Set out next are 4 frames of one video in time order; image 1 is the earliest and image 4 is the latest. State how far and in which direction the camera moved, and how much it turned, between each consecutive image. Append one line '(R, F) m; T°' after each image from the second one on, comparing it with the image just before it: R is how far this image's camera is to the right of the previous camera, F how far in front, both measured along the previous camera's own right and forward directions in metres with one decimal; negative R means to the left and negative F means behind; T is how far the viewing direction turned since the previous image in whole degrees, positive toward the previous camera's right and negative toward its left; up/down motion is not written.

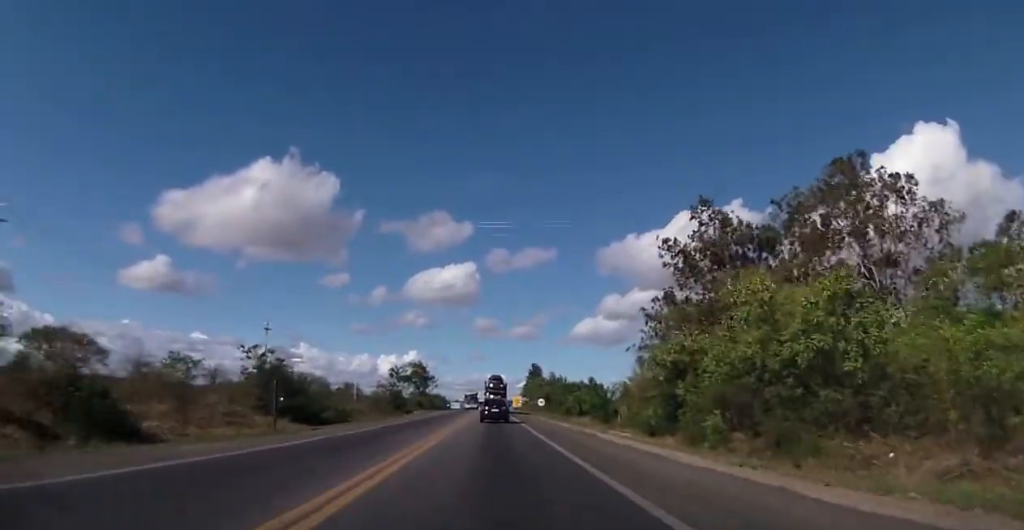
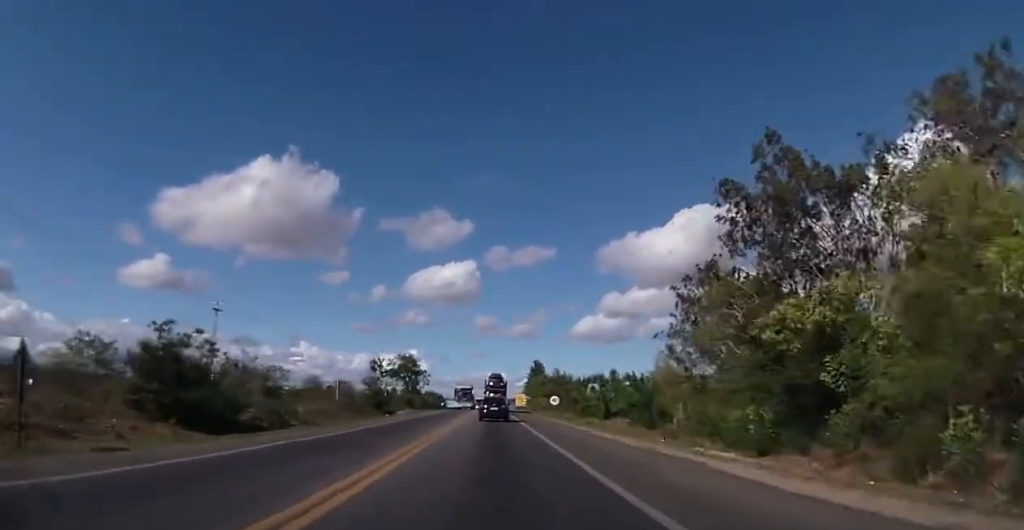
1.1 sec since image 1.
(0.0, +18.4) m; +1°
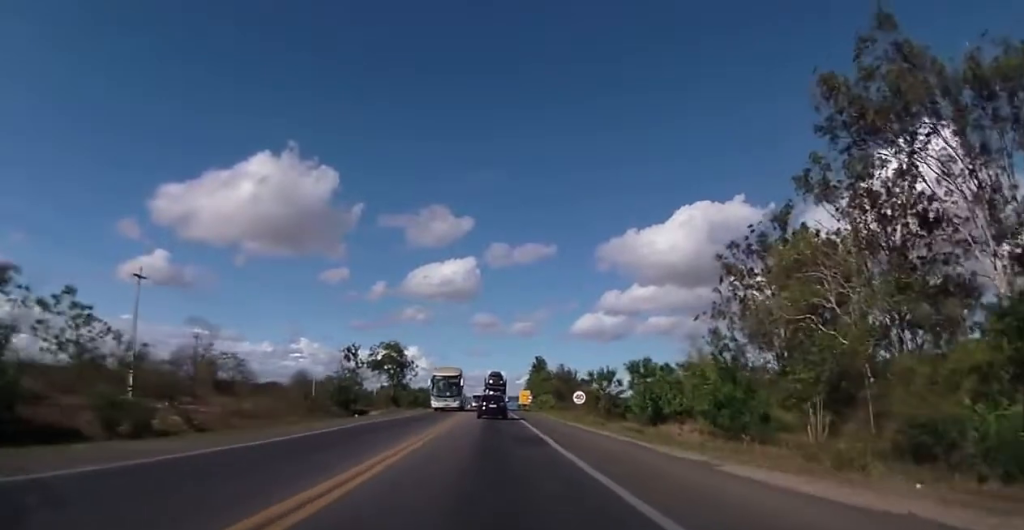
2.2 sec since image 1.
(+0.2, +18.6) m; 0°
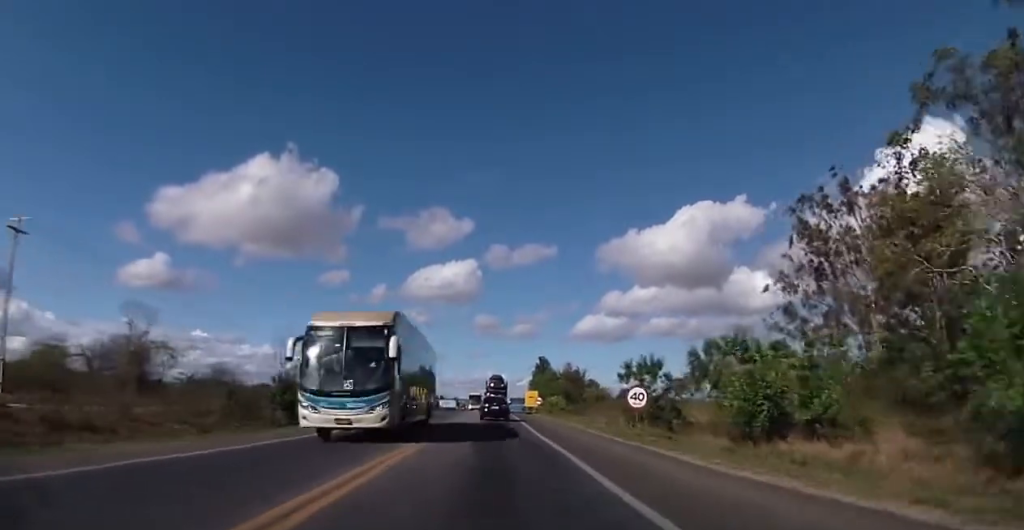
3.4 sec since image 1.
(-0.1, +18.8) m; -1°
